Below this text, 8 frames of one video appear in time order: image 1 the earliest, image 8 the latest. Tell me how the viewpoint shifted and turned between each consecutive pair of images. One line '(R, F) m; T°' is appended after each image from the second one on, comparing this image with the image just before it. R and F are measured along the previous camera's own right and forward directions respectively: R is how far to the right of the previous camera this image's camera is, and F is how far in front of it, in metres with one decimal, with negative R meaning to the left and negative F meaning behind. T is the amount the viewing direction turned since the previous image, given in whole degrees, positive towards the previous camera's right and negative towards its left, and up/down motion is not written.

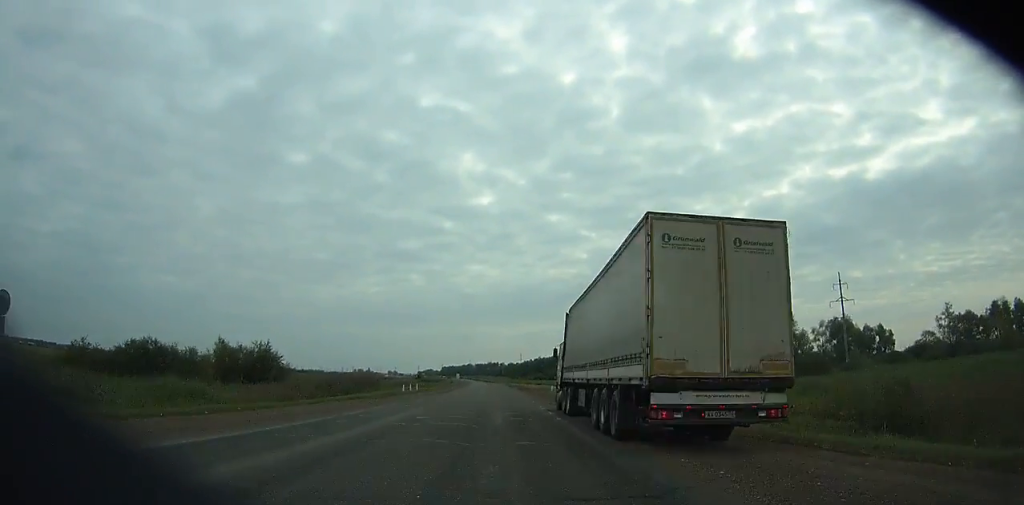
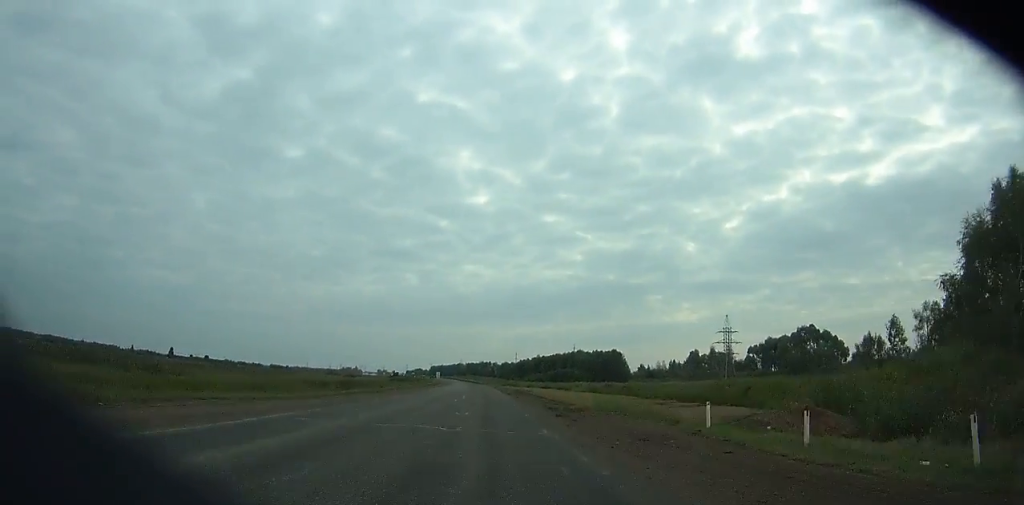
(-0.4, +54.6) m; 0°
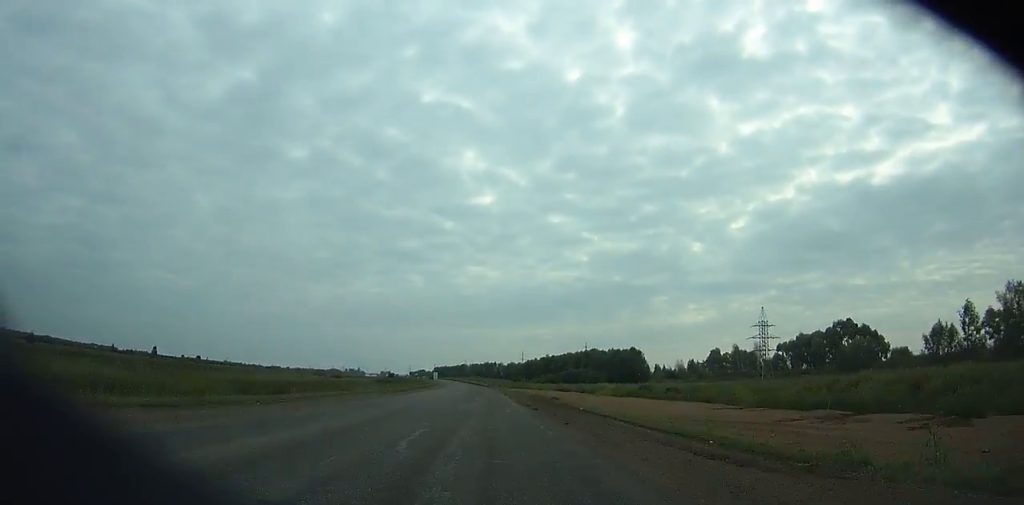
(+0.1, +26.0) m; 0°
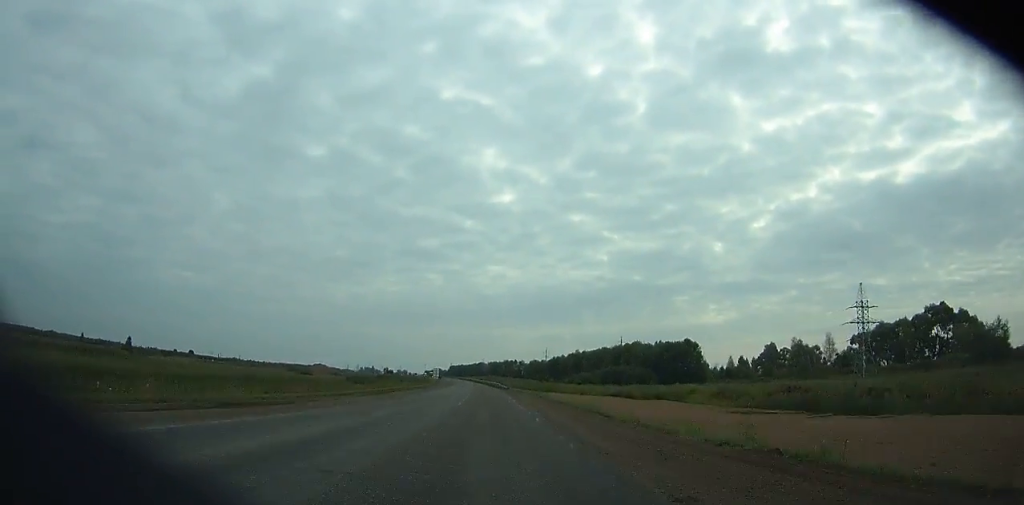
(-0.2, +46.8) m; -1°
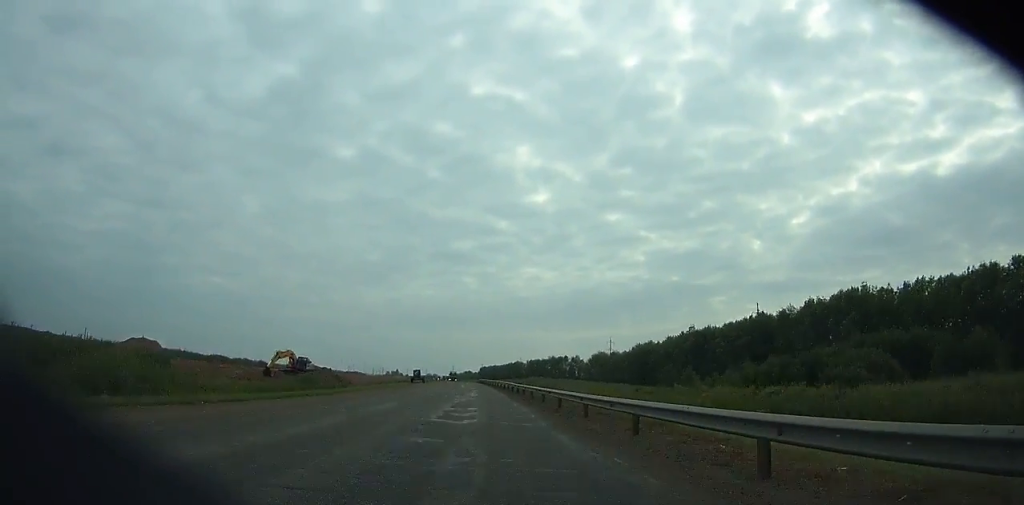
(-3.8, +123.0) m; -4°
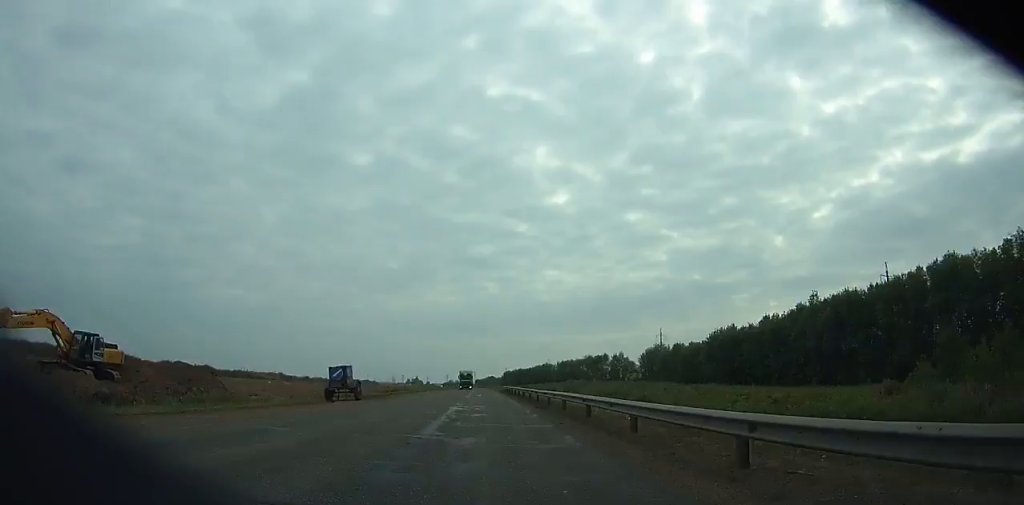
(-0.9, +54.7) m; -2°
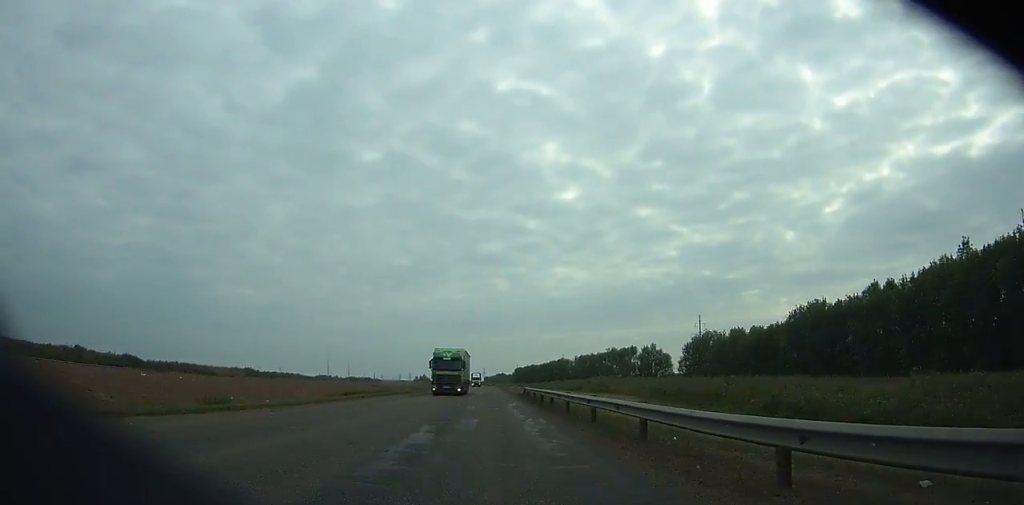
(-0.4, +37.8) m; -1°
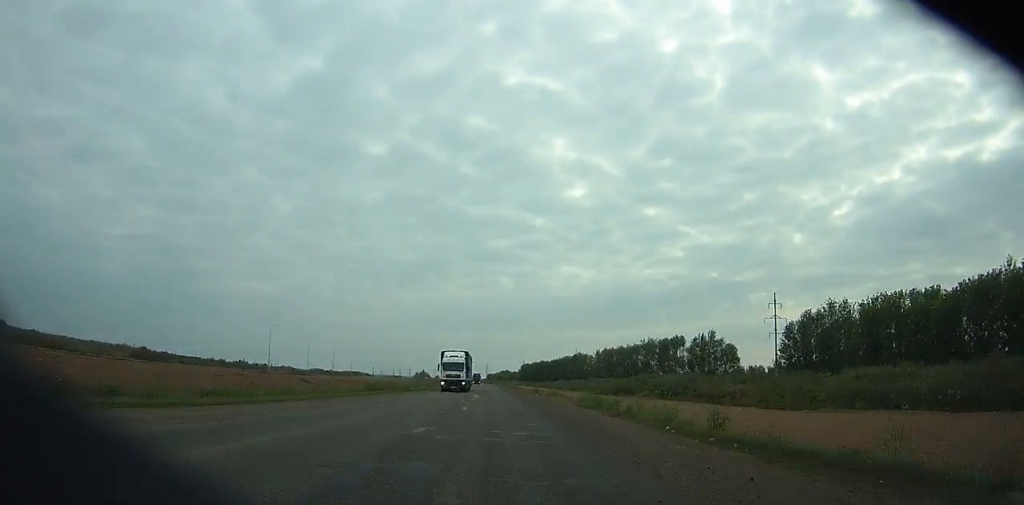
(-0.8, +57.3) m; -1°
